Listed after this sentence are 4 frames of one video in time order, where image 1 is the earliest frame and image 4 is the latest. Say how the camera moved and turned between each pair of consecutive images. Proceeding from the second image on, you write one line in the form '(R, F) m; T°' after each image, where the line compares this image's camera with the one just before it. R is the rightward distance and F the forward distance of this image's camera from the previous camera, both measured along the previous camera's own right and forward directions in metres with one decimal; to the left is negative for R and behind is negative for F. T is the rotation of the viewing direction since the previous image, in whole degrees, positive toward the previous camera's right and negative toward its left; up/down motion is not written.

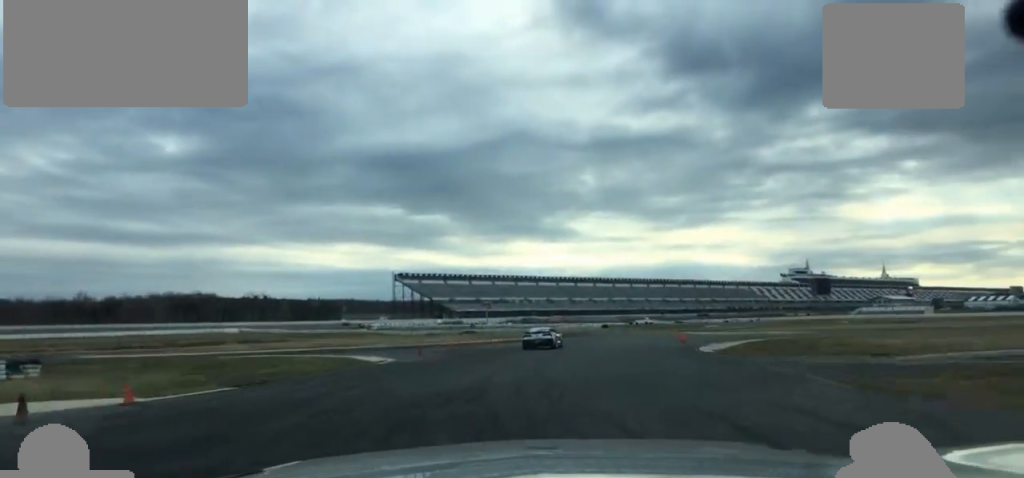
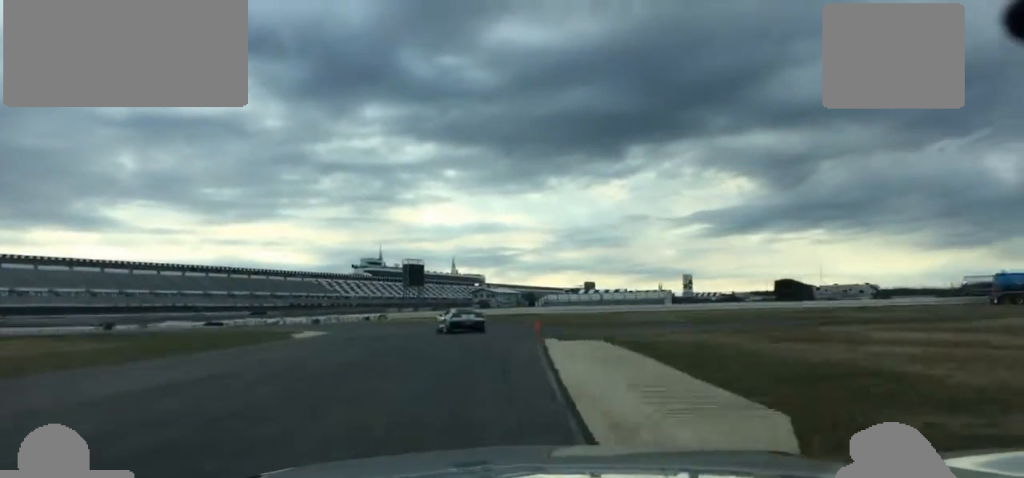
(+29.6, +108.4) m; +25°
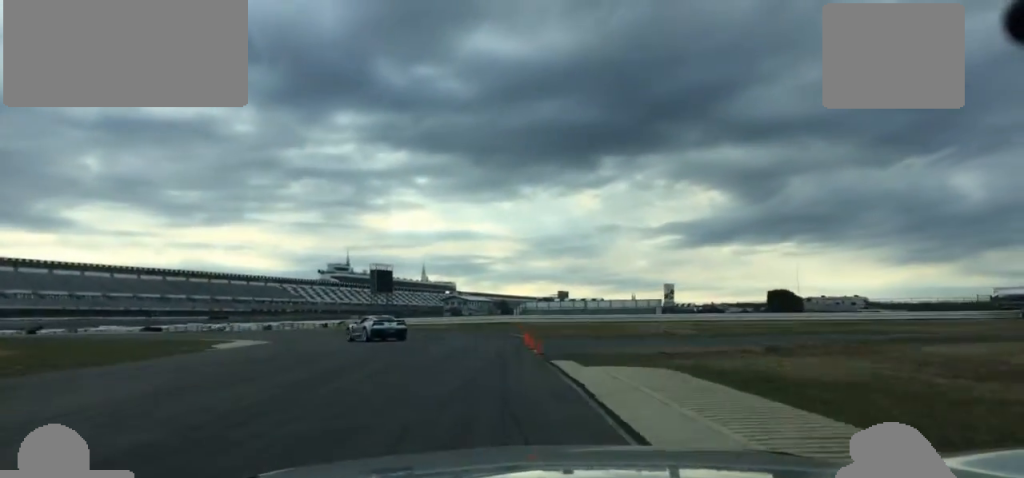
(0.0, +10.5) m; 0°
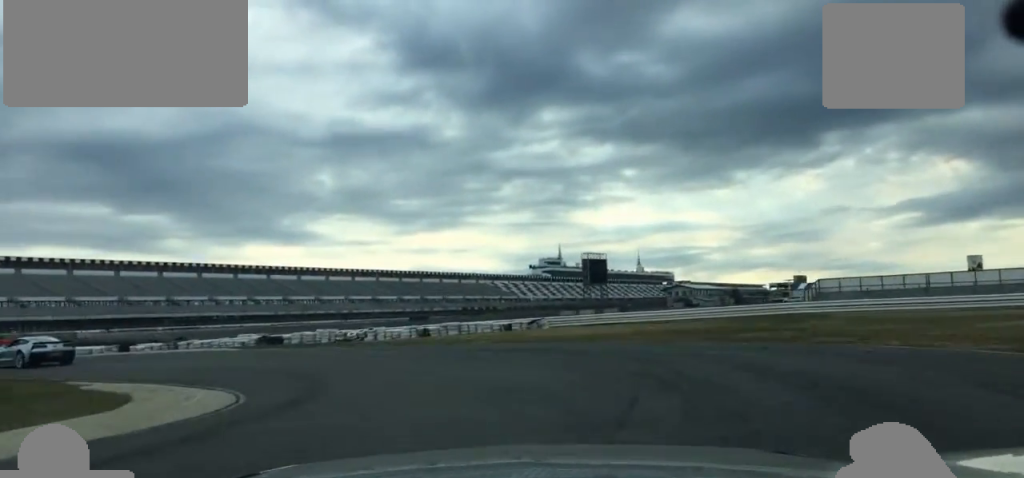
(-2.1, +37.1) m; -15°
